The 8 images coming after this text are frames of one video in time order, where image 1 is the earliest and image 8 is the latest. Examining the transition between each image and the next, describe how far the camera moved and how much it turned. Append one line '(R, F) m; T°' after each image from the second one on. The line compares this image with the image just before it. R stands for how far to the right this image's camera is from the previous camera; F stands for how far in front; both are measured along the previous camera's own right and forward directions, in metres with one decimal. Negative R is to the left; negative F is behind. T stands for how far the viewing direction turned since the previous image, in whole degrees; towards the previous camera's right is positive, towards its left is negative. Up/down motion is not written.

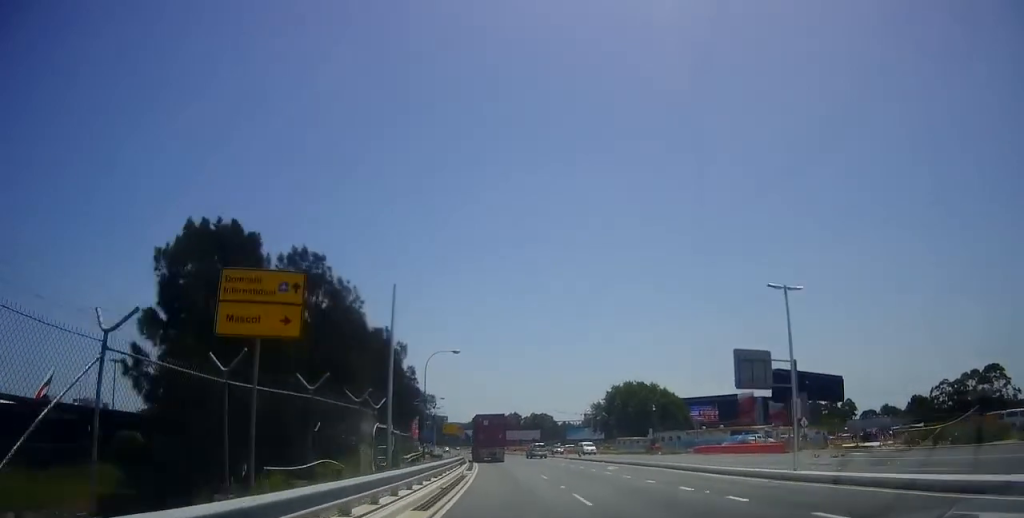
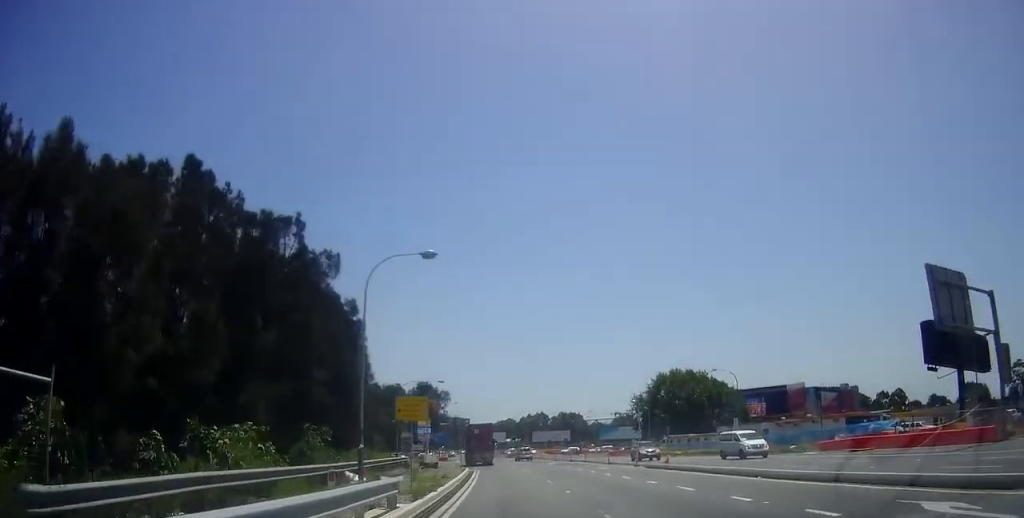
(-0.4, +25.3) m; -2°
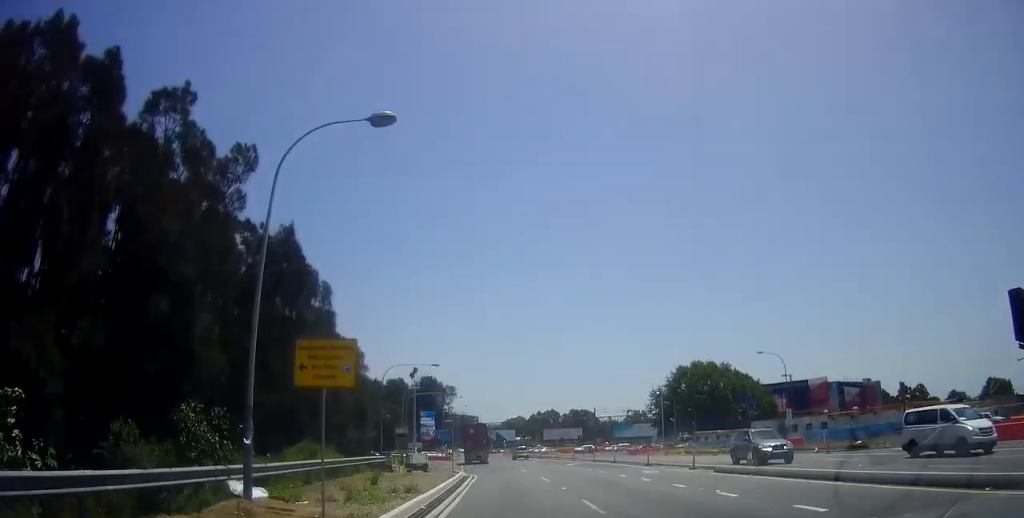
(0.0, +10.5) m; 0°
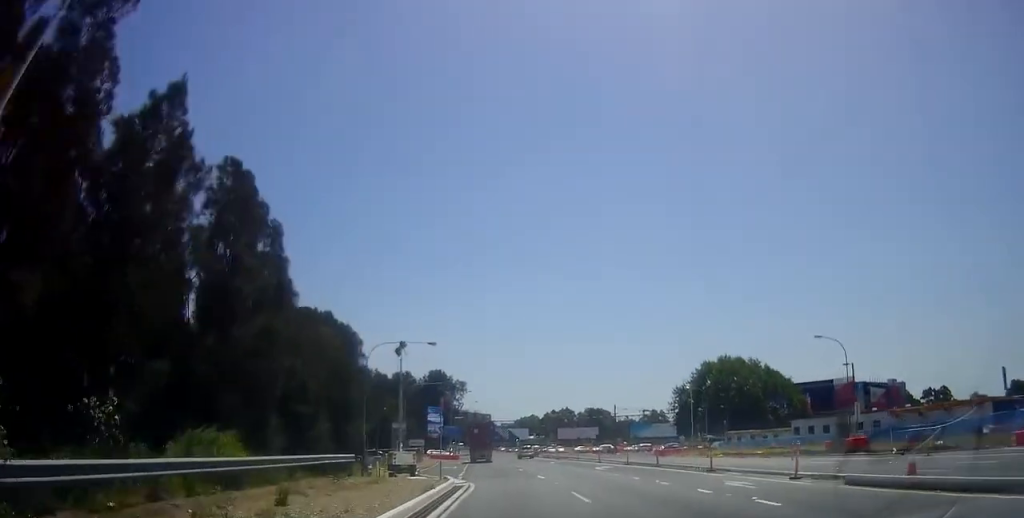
(0.0, +9.2) m; -1°
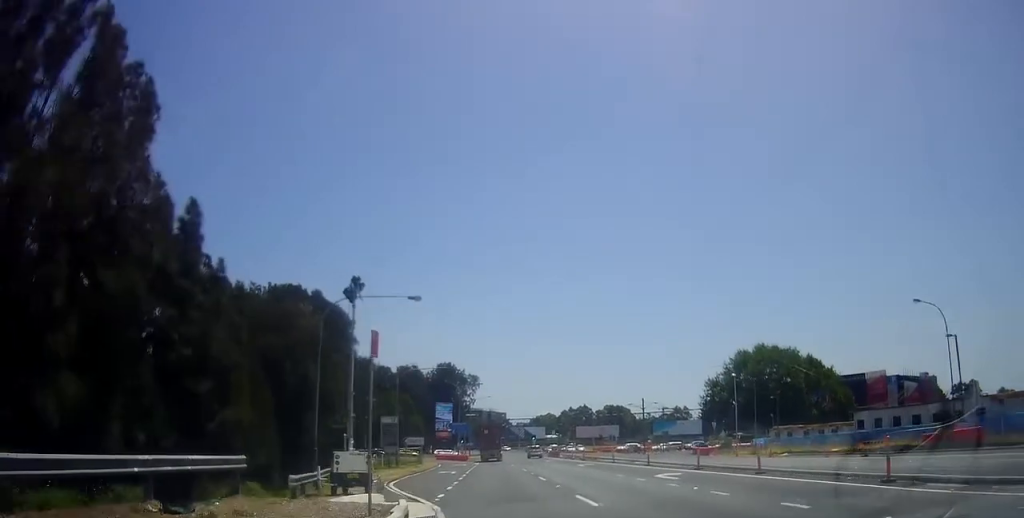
(-0.3, +12.1) m; -2°
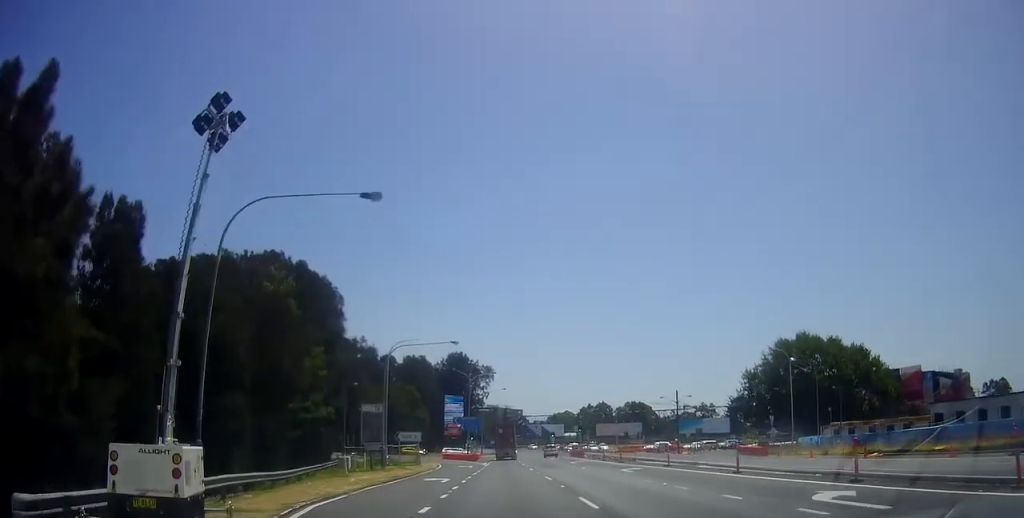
(-0.1, +11.7) m; -2°
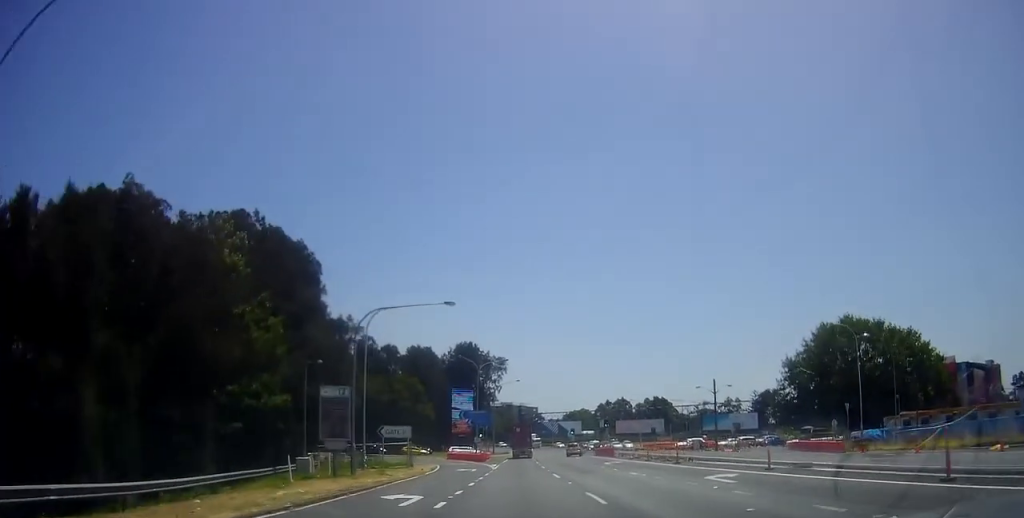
(-0.2, +11.4) m; -1°
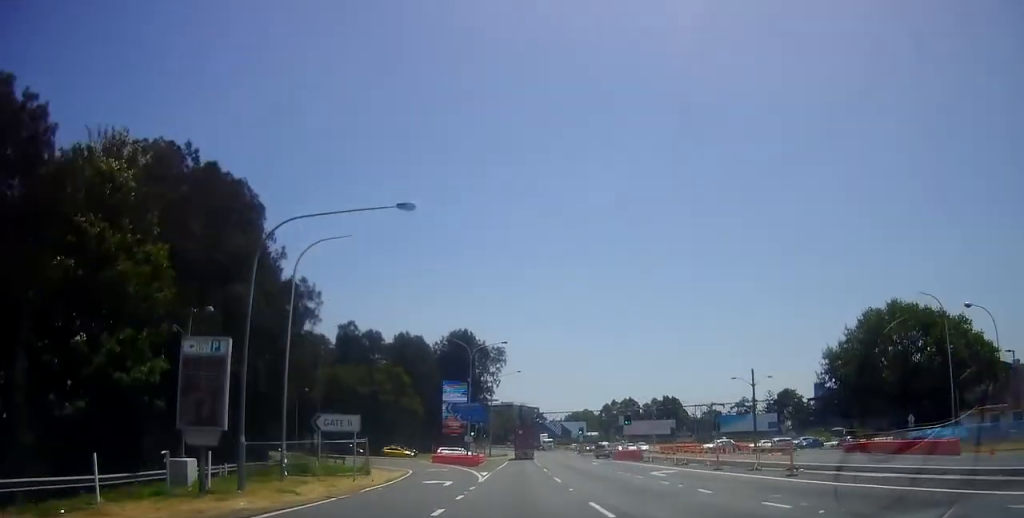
(-0.1, +13.4) m; 0°
